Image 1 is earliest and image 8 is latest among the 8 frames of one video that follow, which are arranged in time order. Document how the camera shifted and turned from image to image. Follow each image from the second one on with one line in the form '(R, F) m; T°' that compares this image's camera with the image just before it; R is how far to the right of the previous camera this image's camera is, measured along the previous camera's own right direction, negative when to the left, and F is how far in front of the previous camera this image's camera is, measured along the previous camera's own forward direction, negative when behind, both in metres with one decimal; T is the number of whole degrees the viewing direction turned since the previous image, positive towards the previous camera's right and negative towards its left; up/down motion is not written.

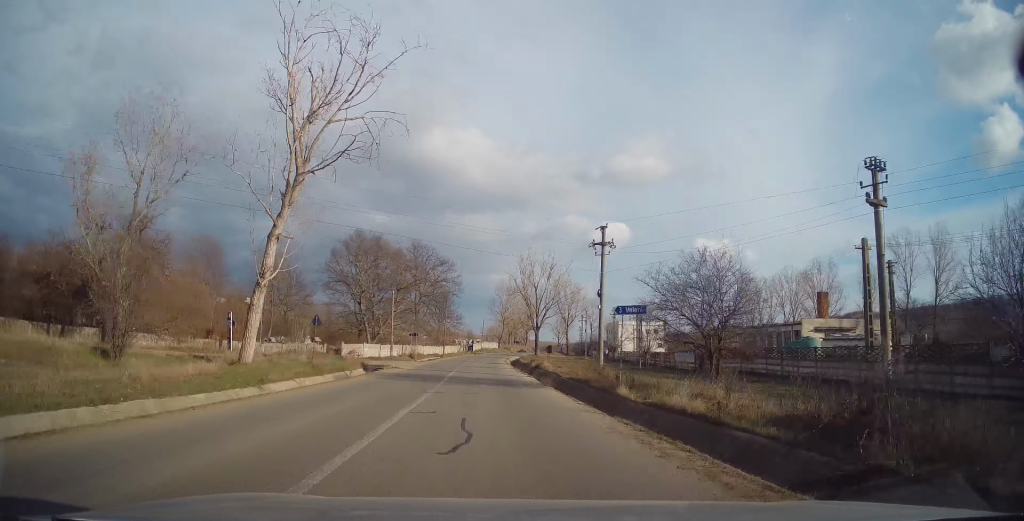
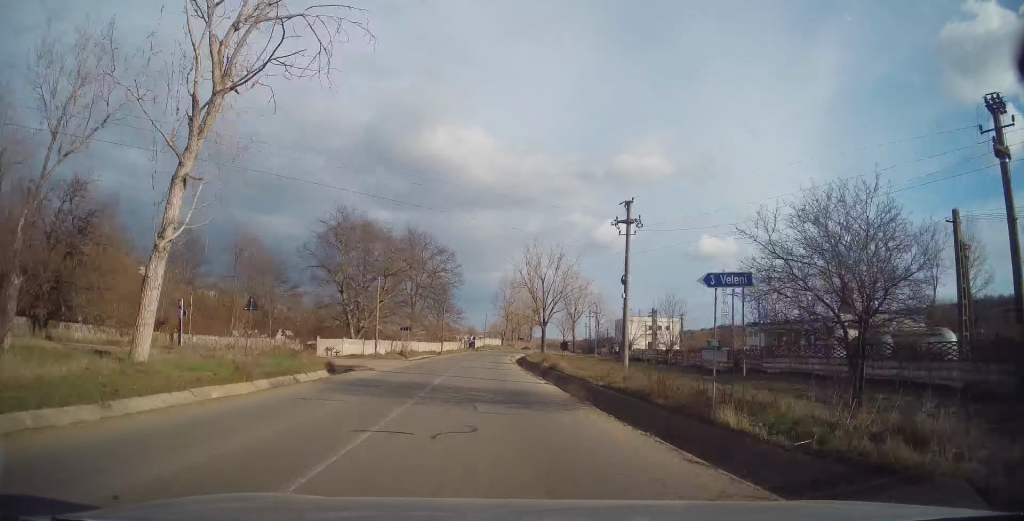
(+0.2, +7.5) m; 0°
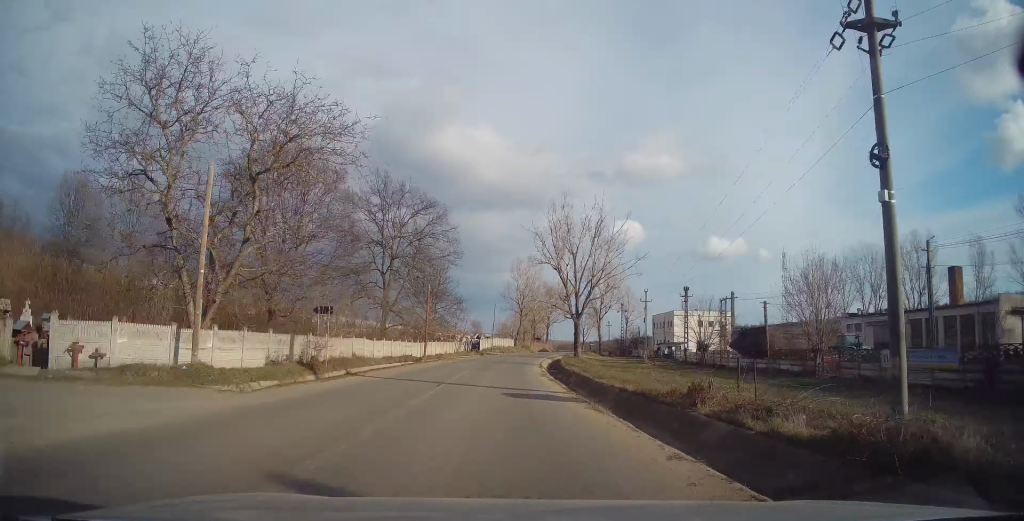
(-0.4, +27.6) m; -2°
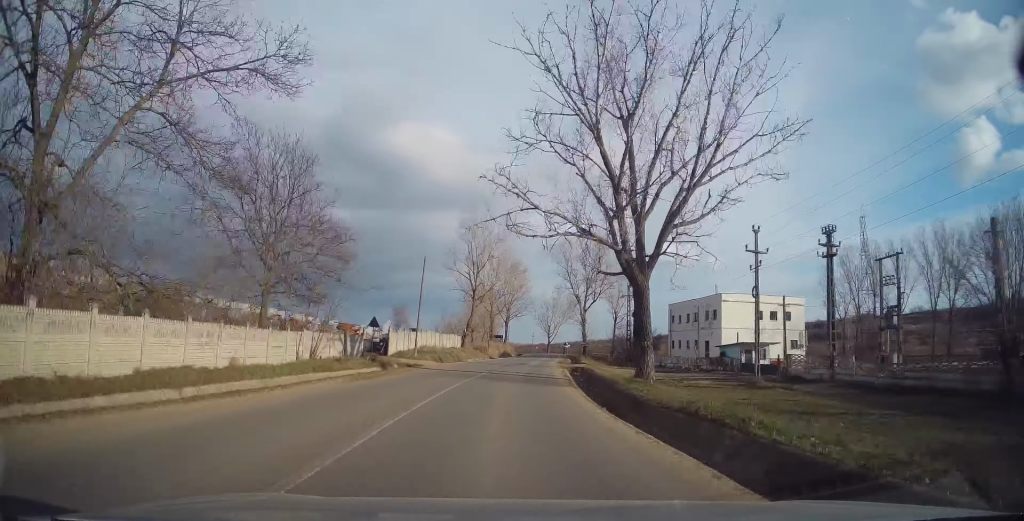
(+0.6, +42.9) m; +5°
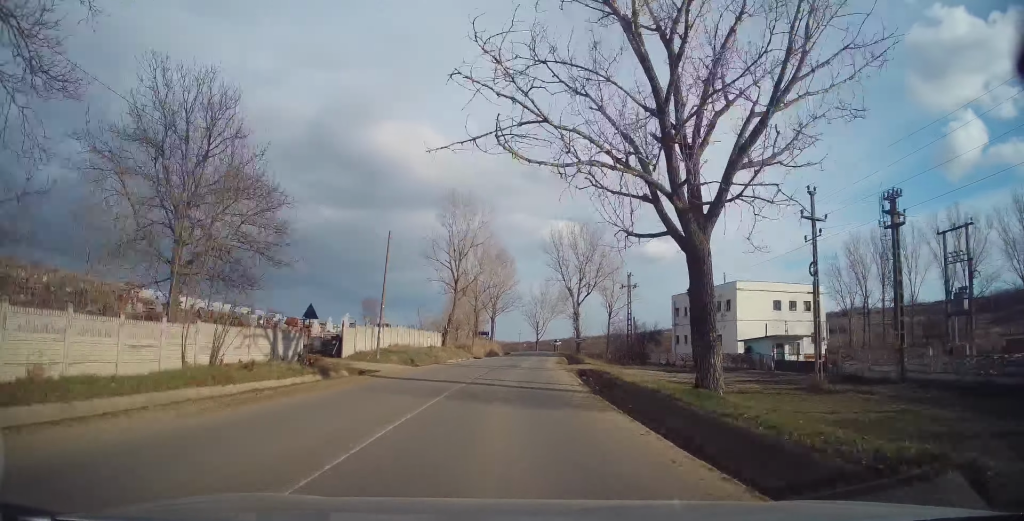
(+0.3, +8.4) m; +2°
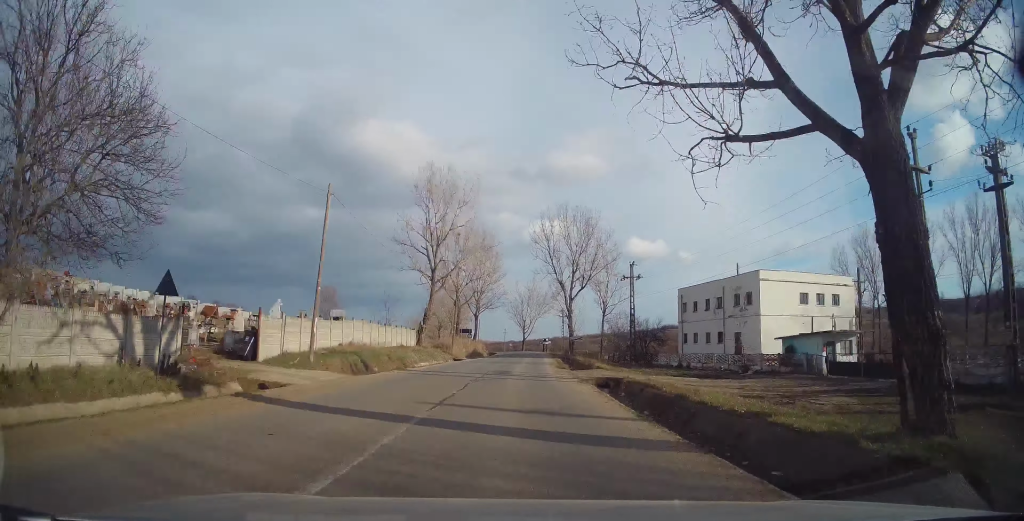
(+0.2, +8.8) m; +2°
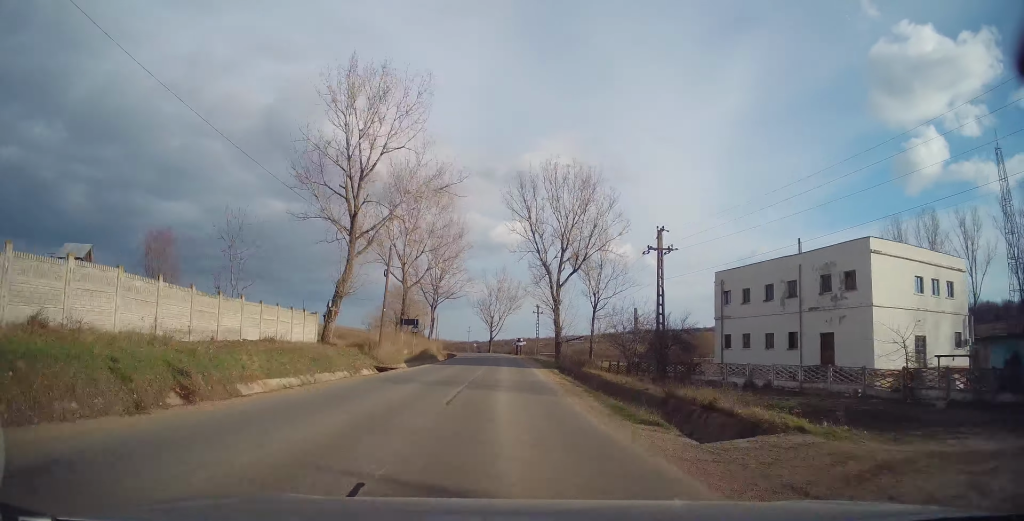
(+0.9, +20.4) m; +3°
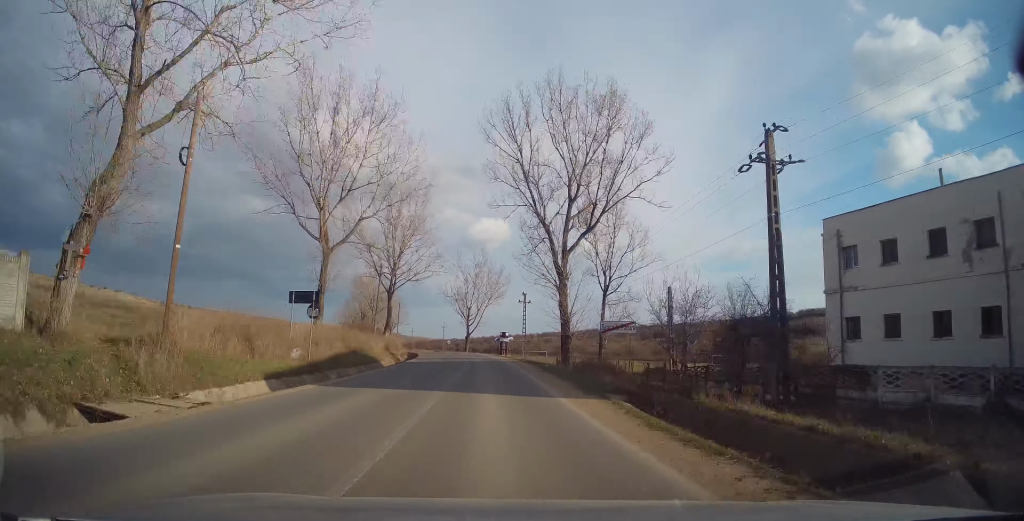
(+0.3, +19.8) m; +1°
